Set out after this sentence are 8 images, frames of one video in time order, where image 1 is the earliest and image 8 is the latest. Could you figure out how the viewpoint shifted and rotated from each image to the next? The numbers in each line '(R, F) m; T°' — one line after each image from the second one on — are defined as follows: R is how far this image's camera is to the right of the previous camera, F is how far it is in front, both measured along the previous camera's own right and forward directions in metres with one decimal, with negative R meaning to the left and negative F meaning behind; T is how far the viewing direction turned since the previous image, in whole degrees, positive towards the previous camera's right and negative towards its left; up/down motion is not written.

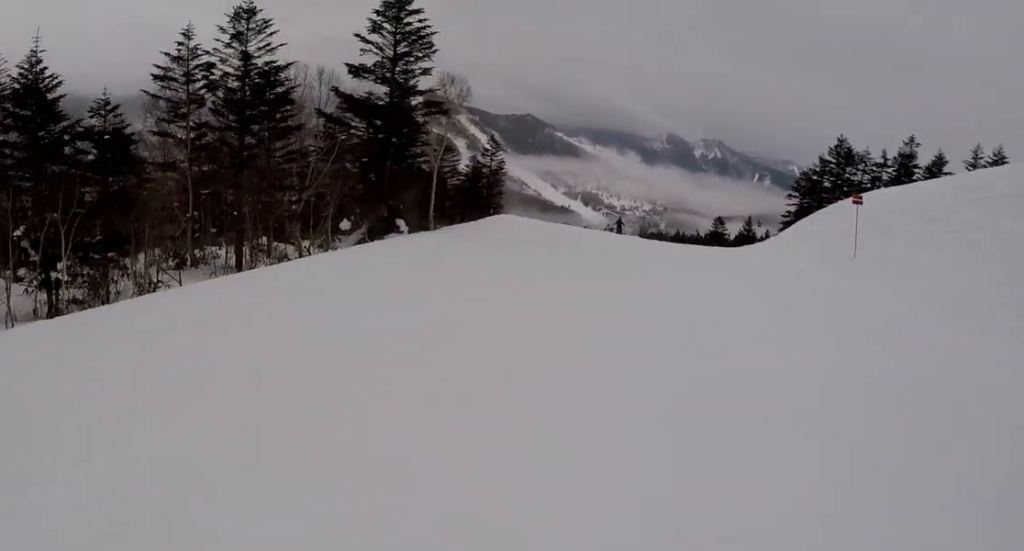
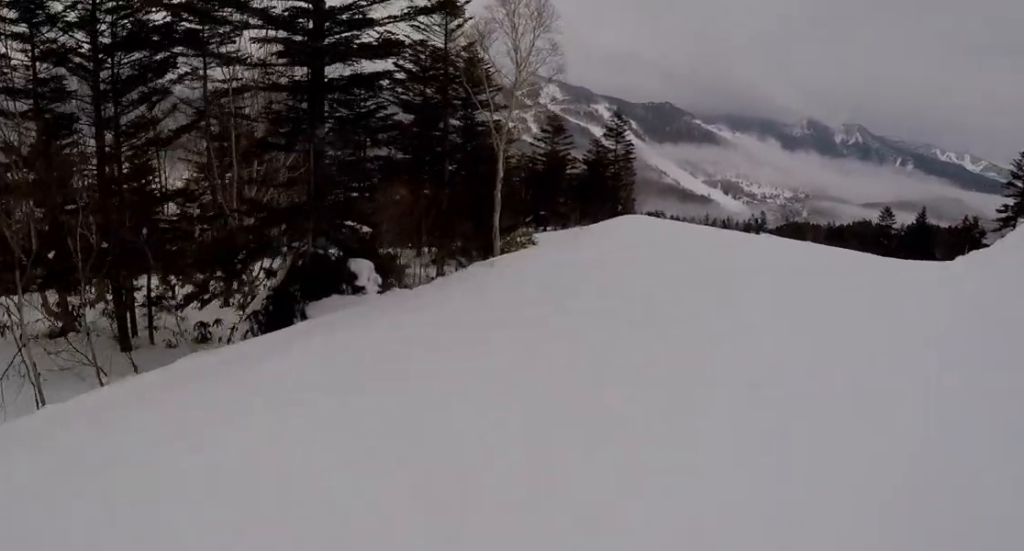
(-0.9, +13.9) m; -2°
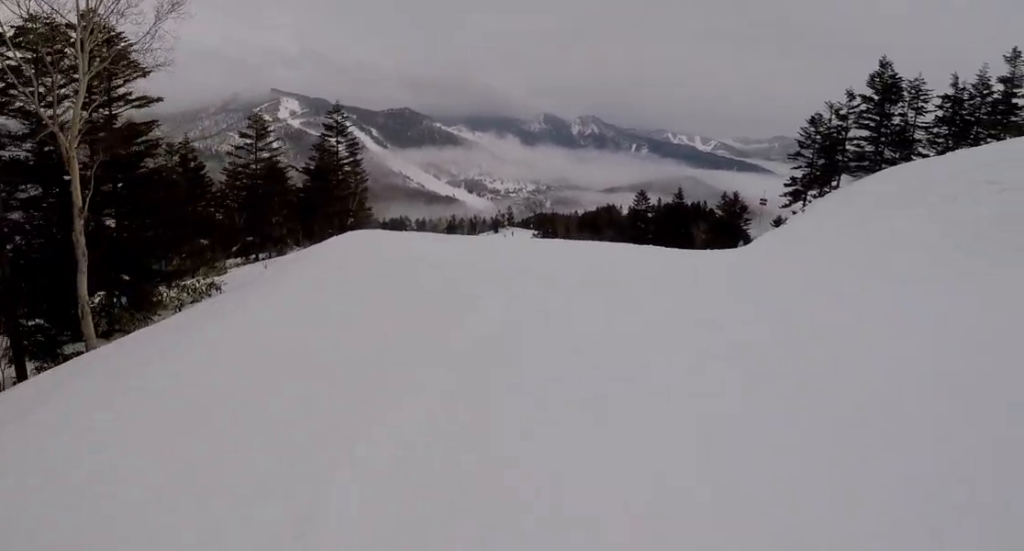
(+0.4, +8.3) m; +9°
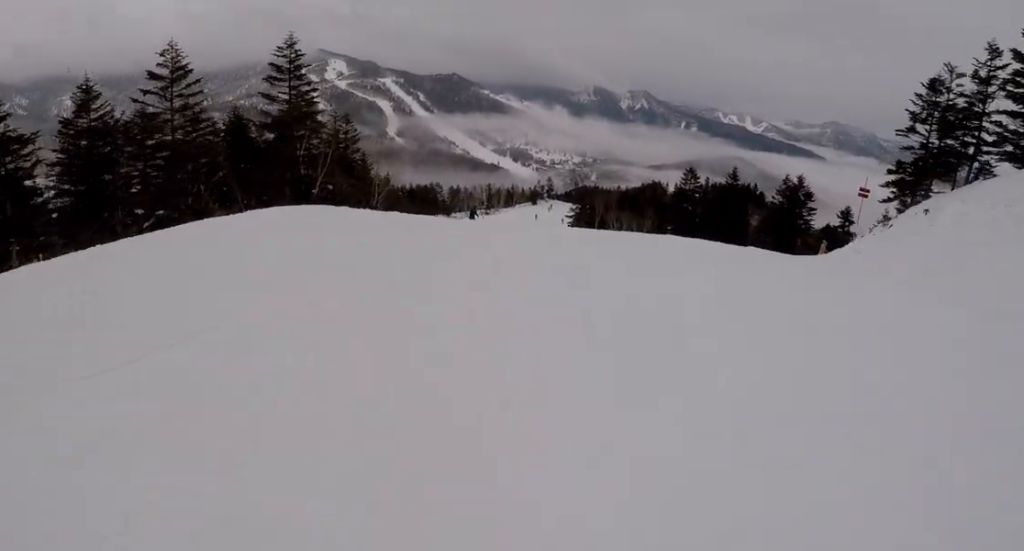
(+0.8, +9.7) m; -4°
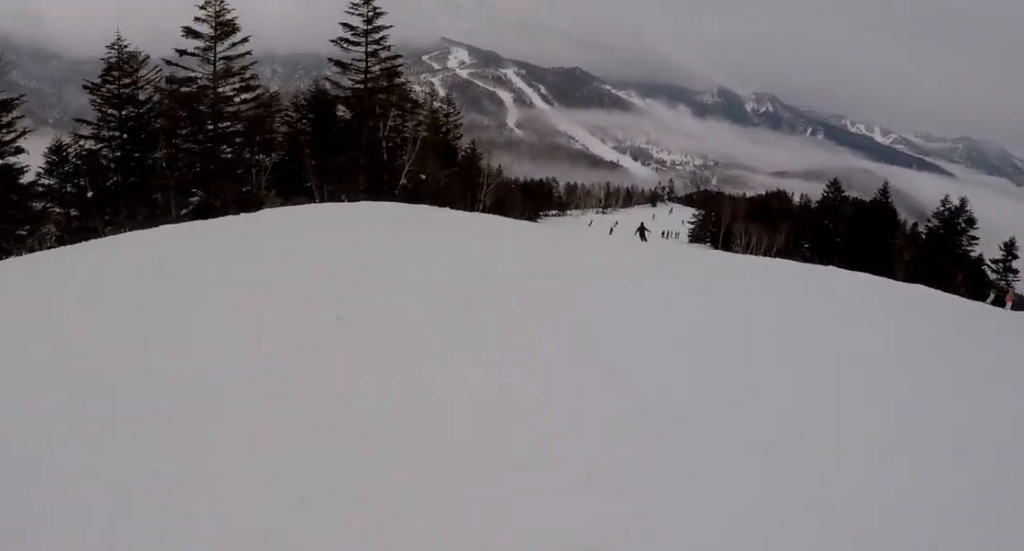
(-0.8, +5.9) m; 0°
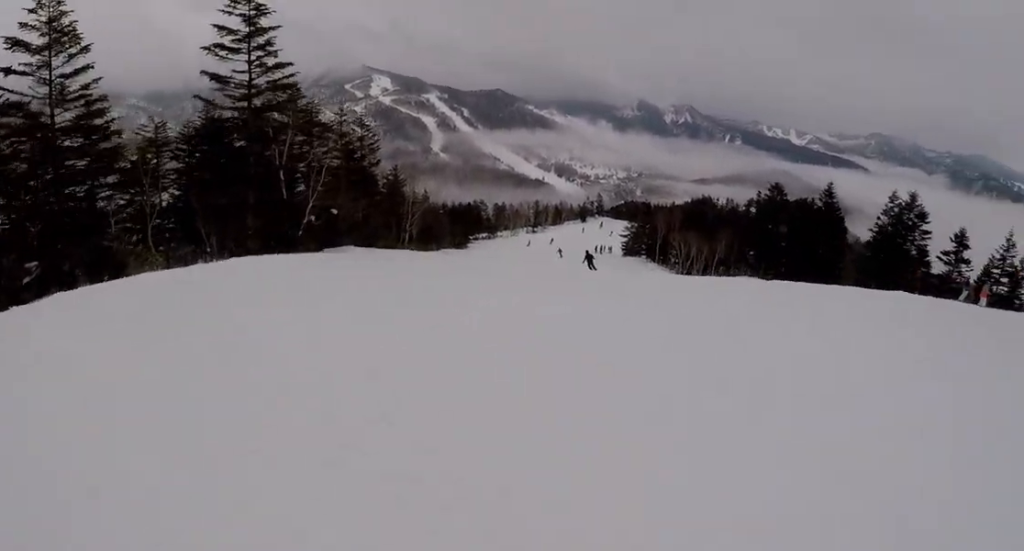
(+0.5, +4.5) m; +6°
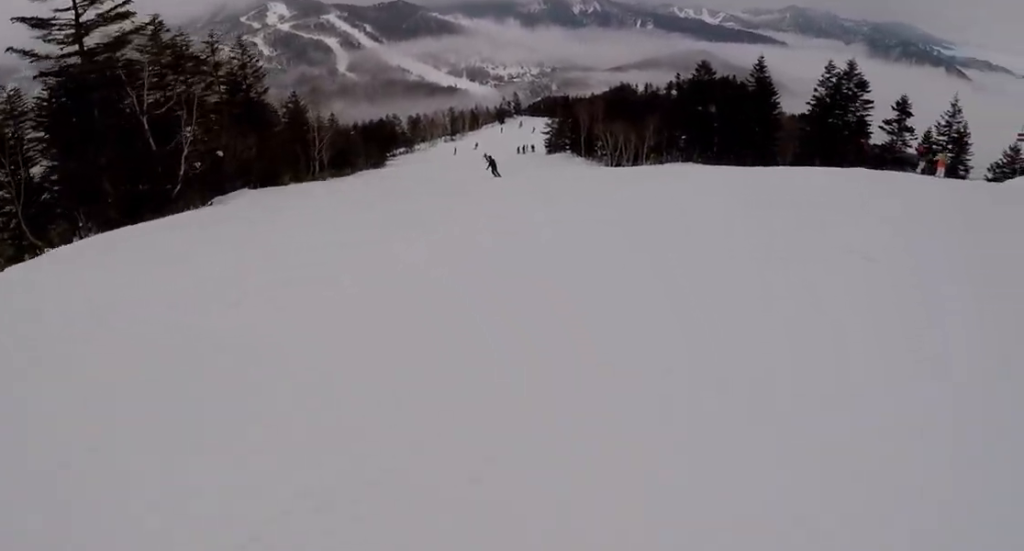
(+0.2, +2.9) m; +4°
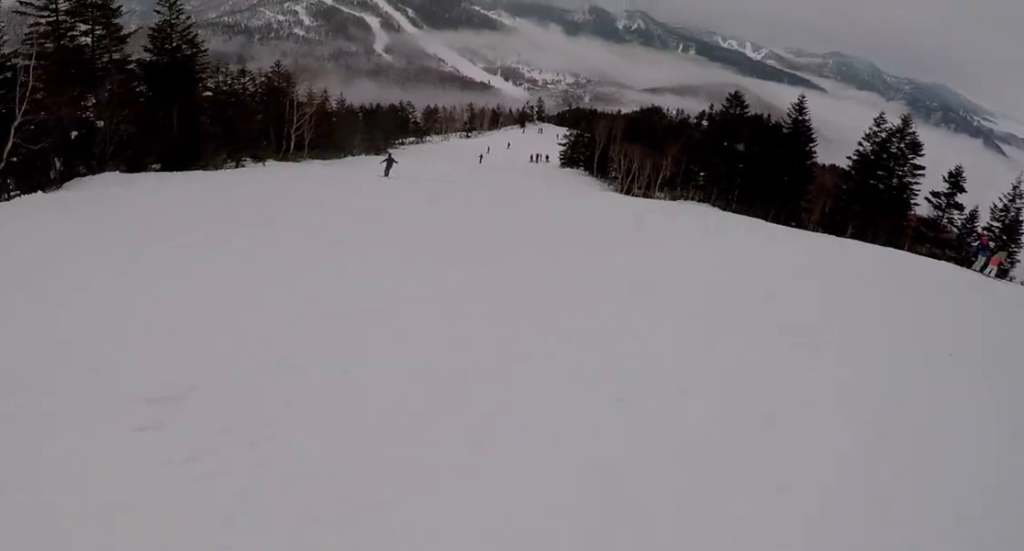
(0.0, +6.4) m; -3°
